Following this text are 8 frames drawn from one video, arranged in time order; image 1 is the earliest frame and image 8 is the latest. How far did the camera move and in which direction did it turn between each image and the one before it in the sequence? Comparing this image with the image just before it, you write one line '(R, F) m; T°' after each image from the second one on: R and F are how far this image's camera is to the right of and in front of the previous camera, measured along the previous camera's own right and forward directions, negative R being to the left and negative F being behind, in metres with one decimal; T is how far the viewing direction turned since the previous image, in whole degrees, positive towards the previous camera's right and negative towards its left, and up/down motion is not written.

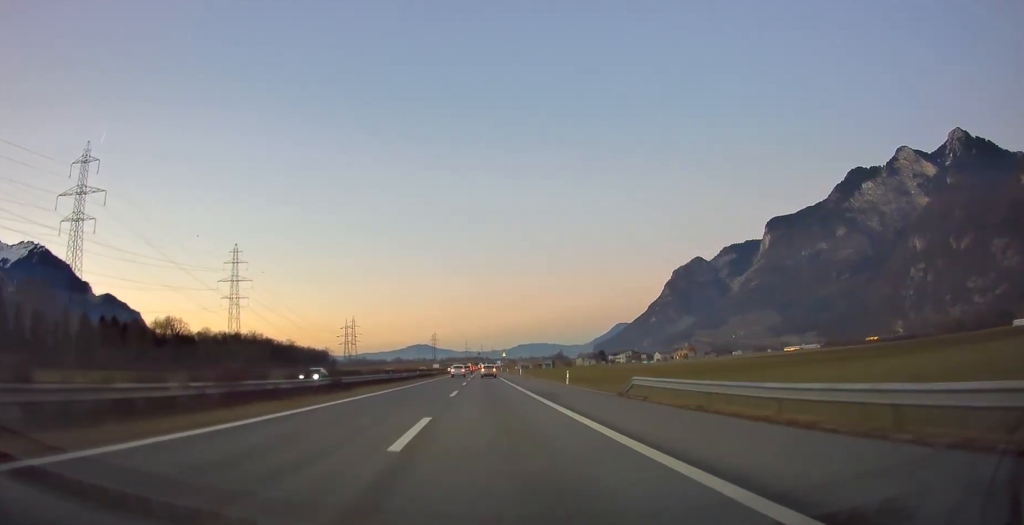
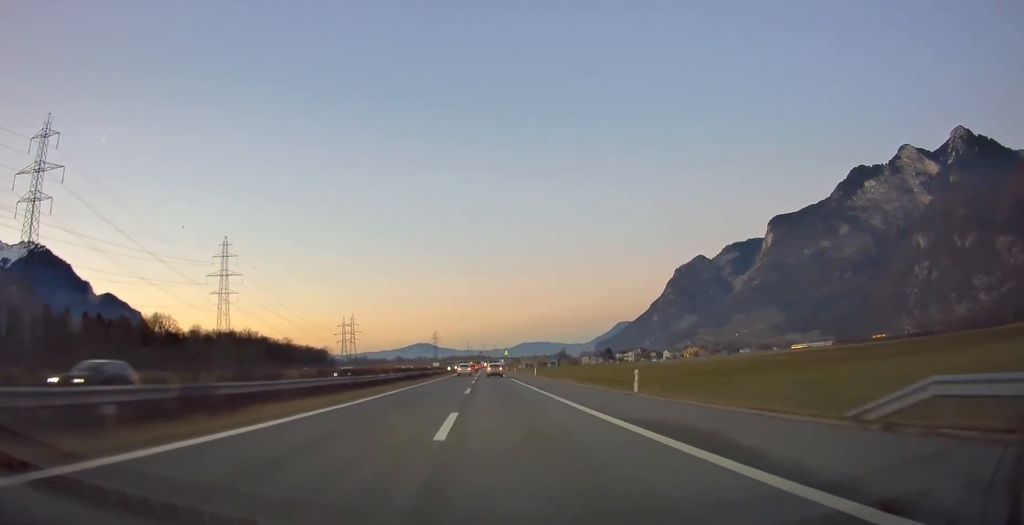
(0.0, +16.8) m; 0°
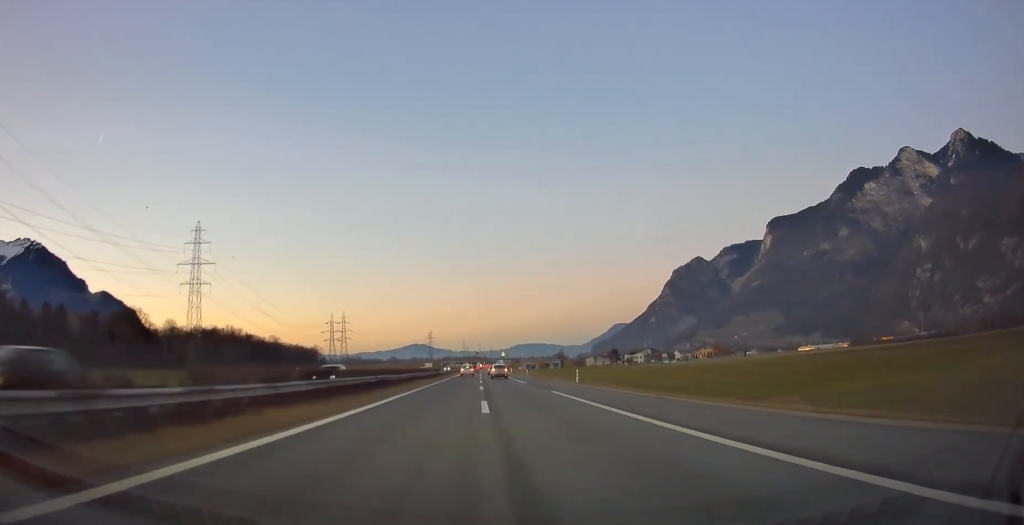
(-0.2, +29.5) m; -1°
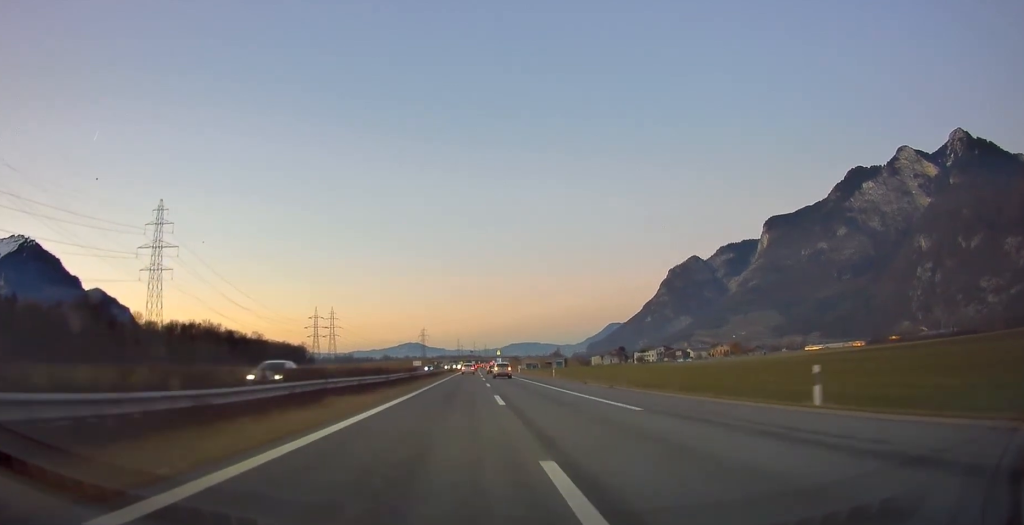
(-0.1, +32.5) m; 0°
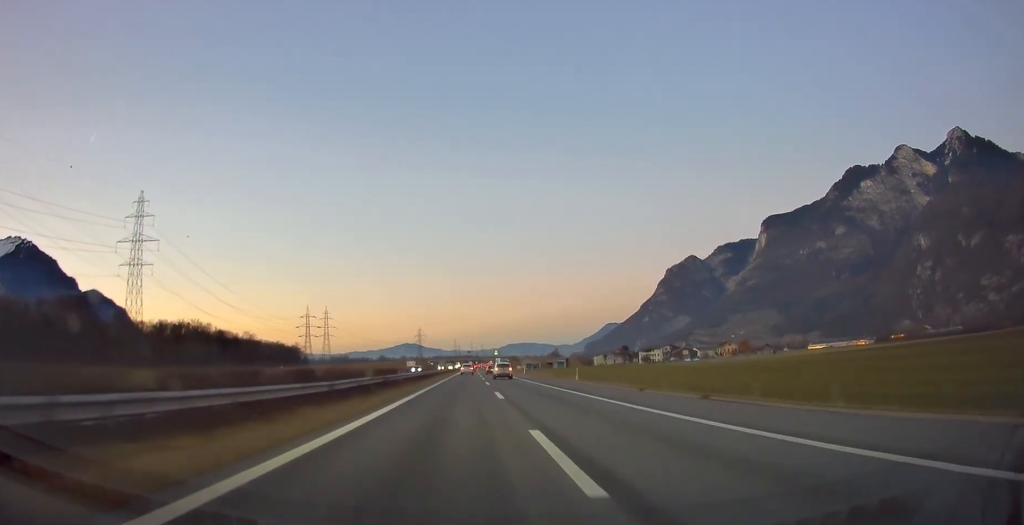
(0.0, +13.7) m; 0°
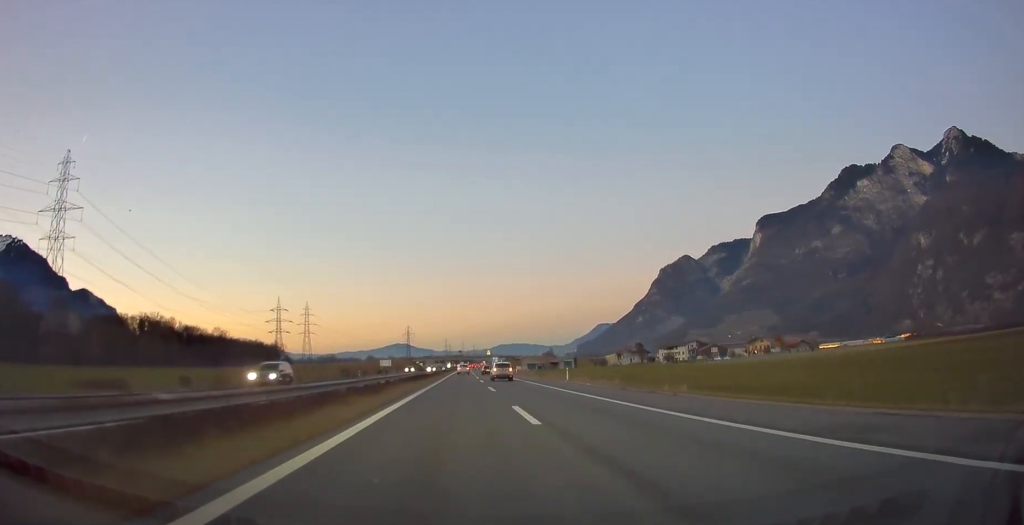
(+0.6, +47.1) m; +1°
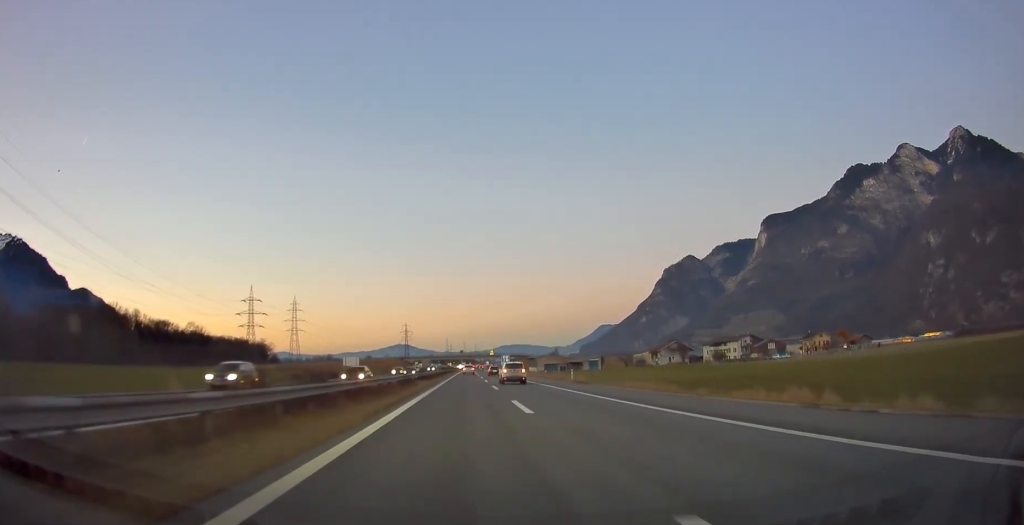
(0.0, +49.6) m; 0°
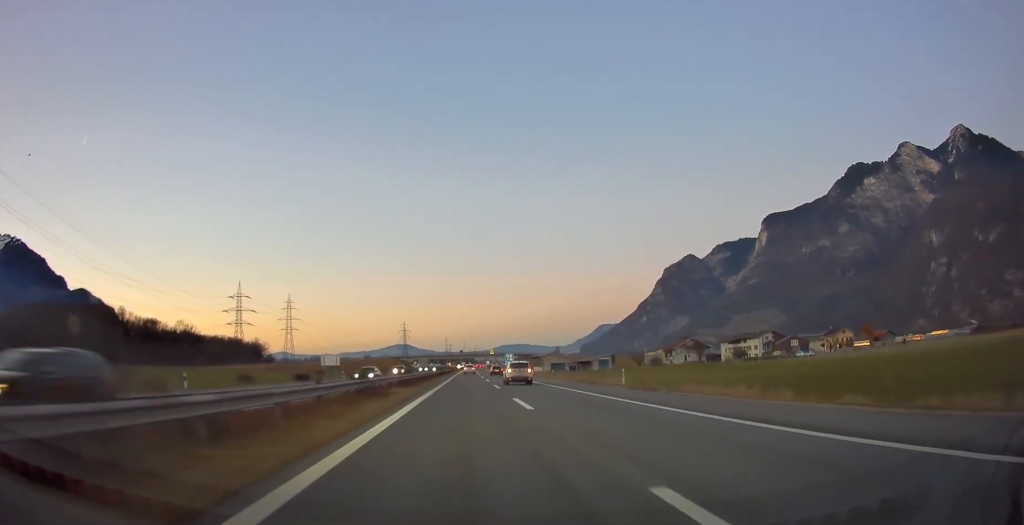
(0.0, +16.0) m; 0°
